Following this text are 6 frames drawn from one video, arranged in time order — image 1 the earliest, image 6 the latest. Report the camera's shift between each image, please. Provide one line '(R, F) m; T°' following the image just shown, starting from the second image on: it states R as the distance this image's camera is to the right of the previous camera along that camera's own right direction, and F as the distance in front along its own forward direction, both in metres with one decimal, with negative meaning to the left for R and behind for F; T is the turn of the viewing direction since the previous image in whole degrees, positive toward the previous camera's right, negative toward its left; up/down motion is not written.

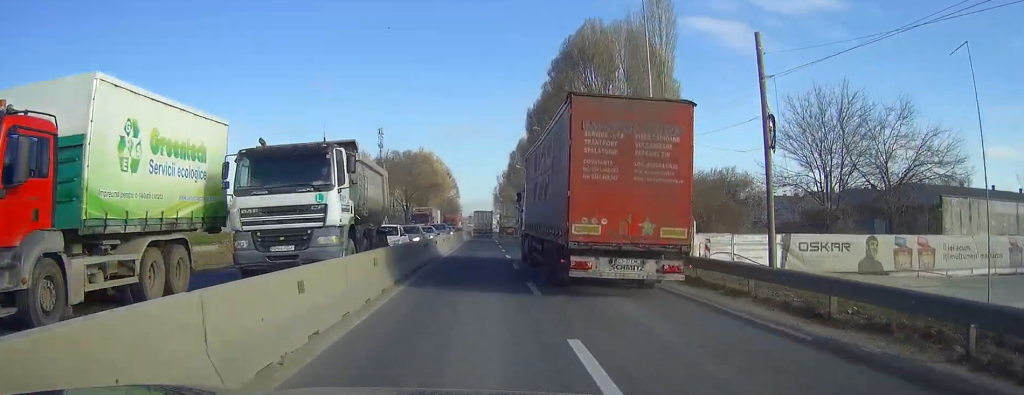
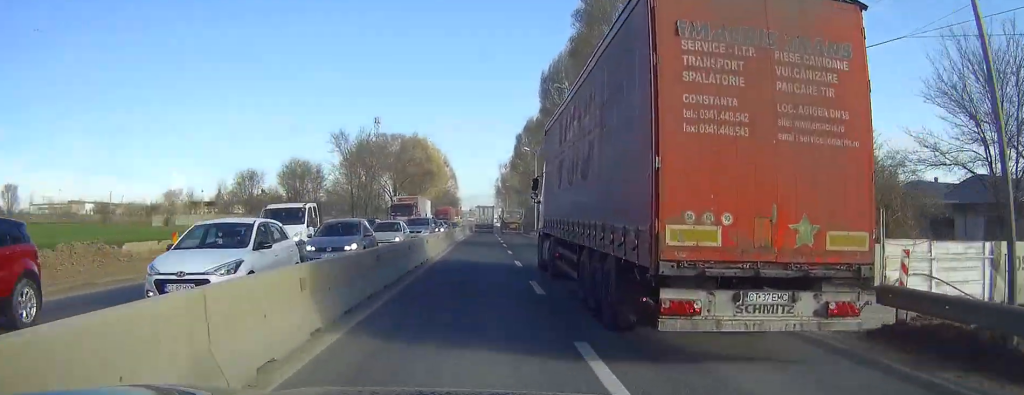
(0.0, +18.2) m; 0°
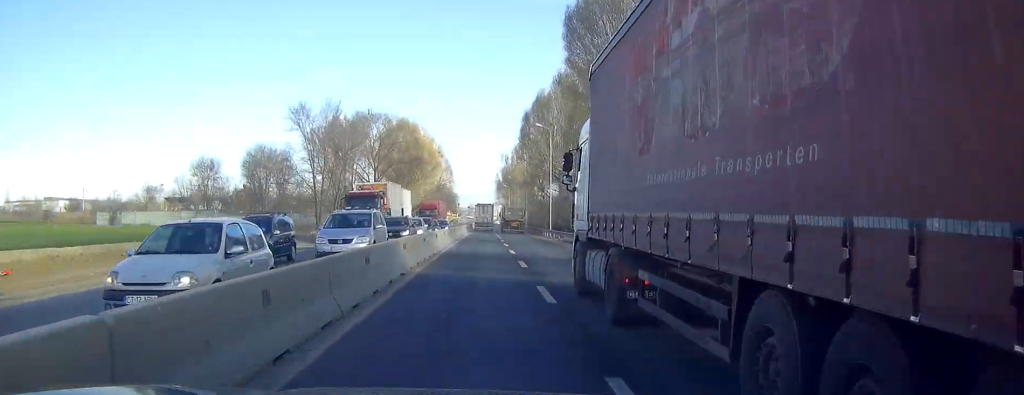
(0.0, +19.2) m; 0°
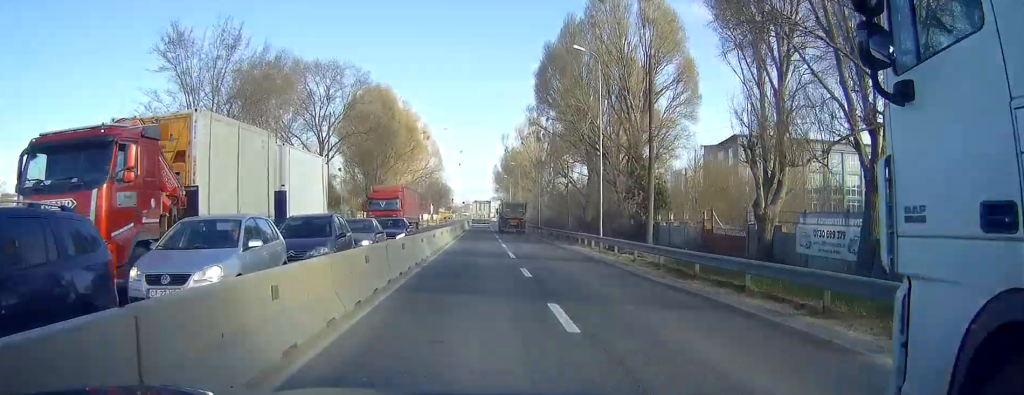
(0.0, +30.1) m; 0°
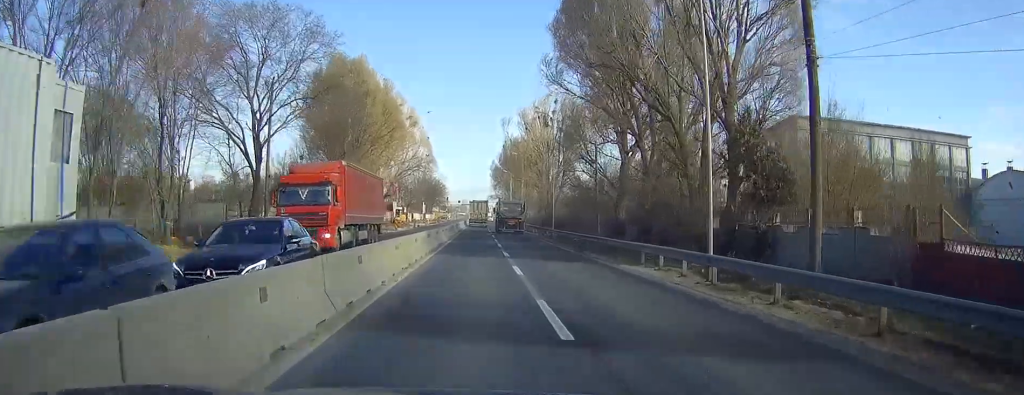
(0.0, +18.3) m; 0°
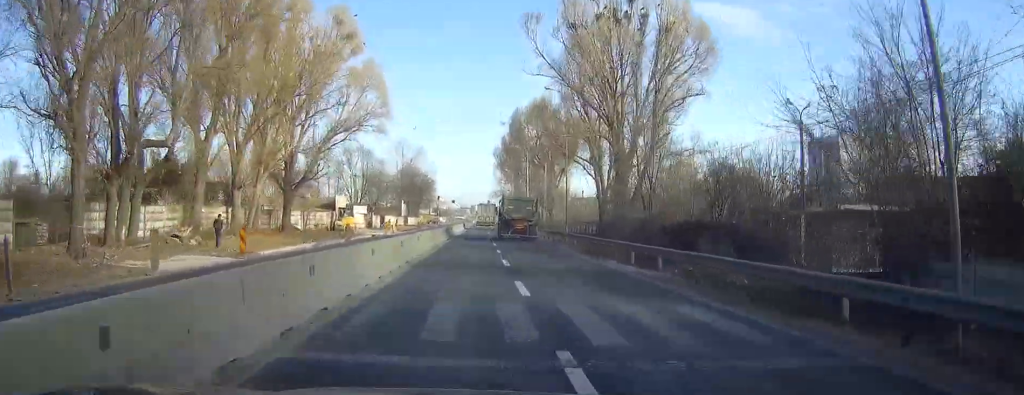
(+0.2, +51.3) m; +1°
